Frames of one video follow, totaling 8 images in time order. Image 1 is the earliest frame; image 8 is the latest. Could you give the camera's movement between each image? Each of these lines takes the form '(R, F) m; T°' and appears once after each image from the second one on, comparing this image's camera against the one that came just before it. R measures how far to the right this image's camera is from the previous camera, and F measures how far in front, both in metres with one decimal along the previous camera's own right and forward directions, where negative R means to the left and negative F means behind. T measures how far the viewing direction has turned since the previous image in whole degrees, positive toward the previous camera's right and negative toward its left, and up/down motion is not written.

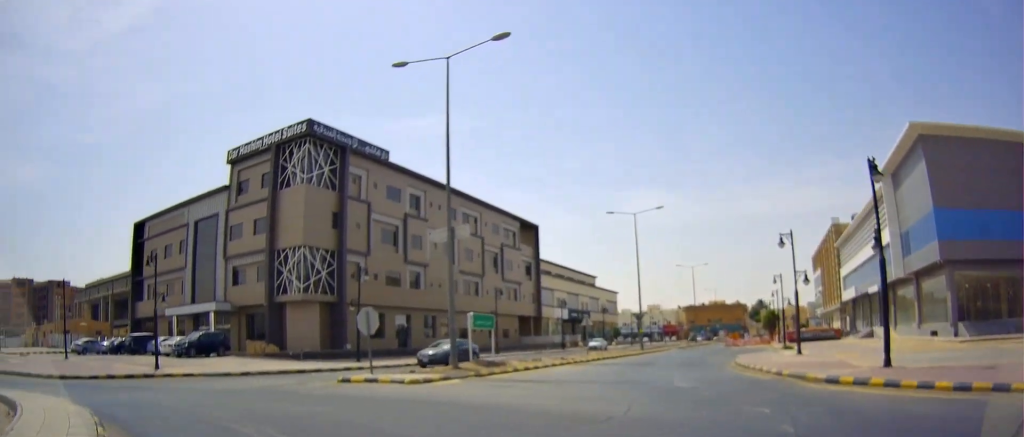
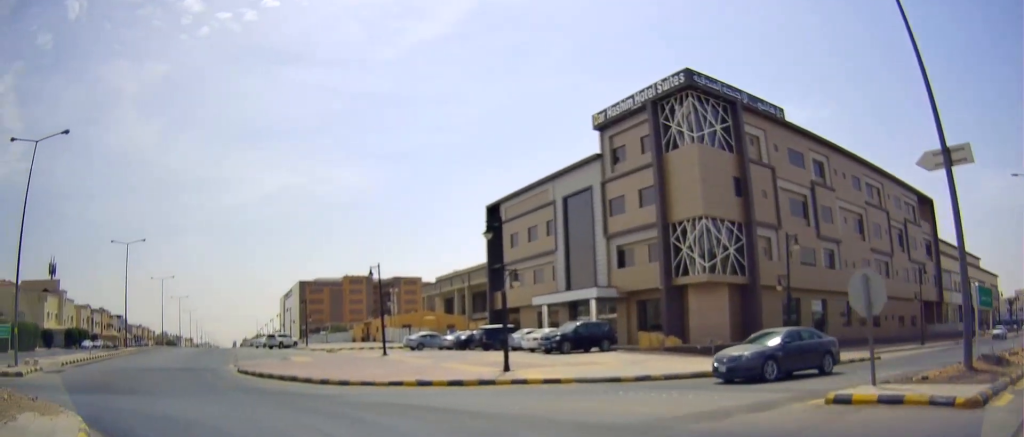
(-2.3, +8.6) m; -35°
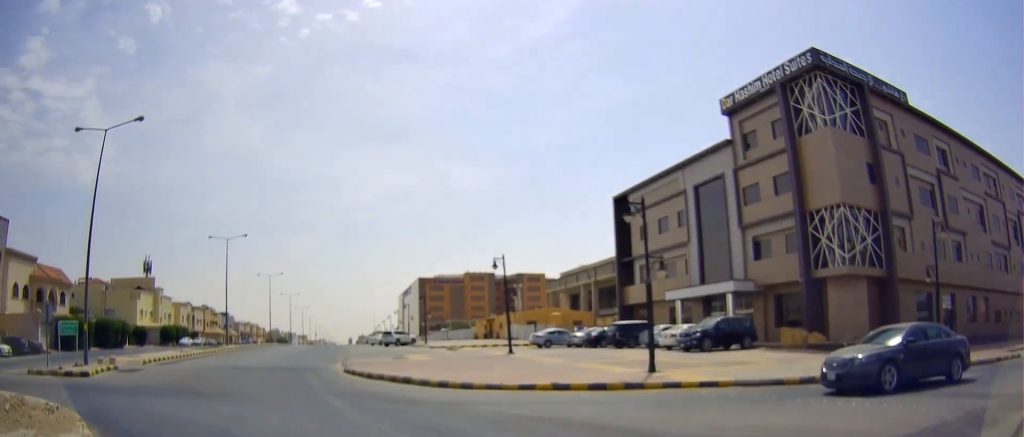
(-0.1, +2.6) m; -15°
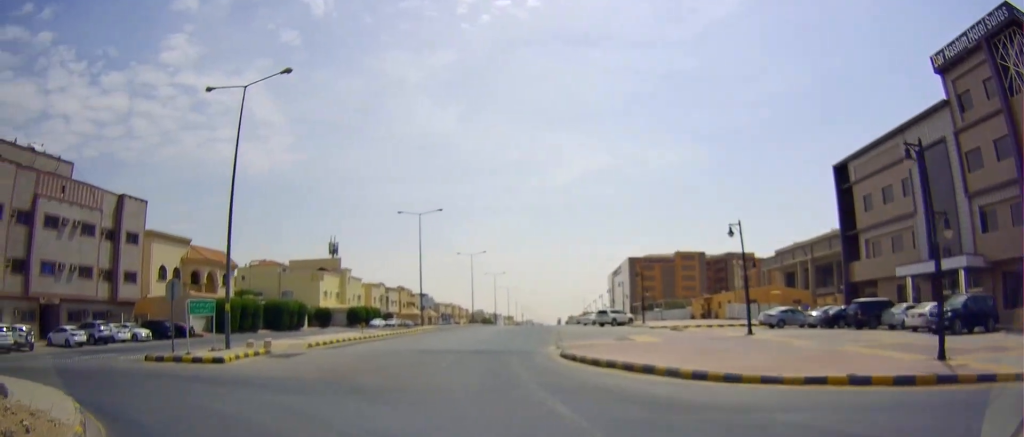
(-1.6, +4.7) m; -21°
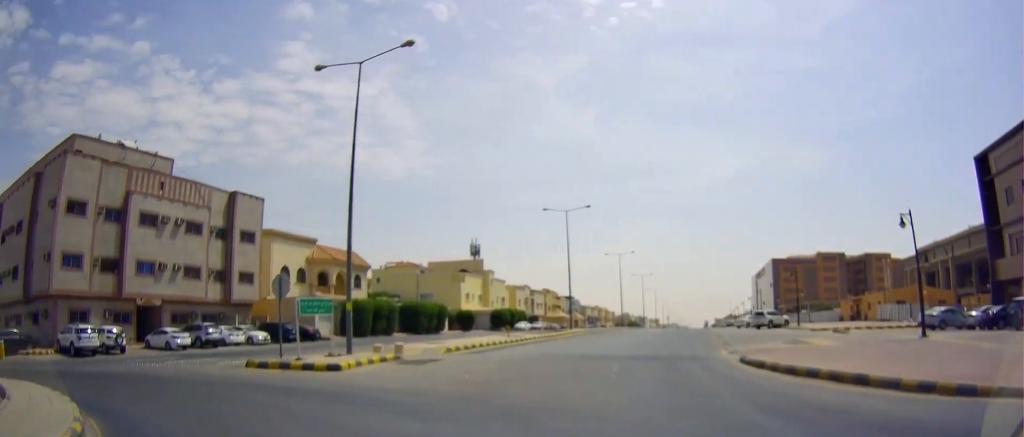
(+0.1, +3.3) m; -7°
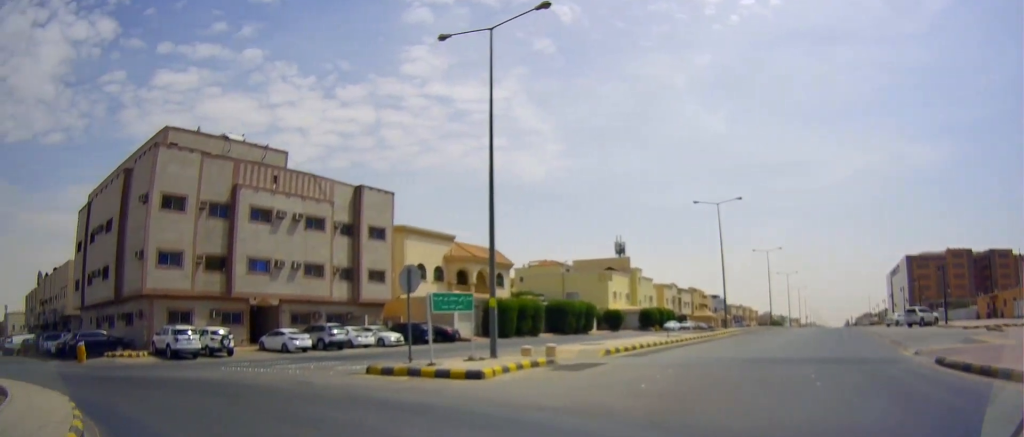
(-0.5, +3.1) m; -17°
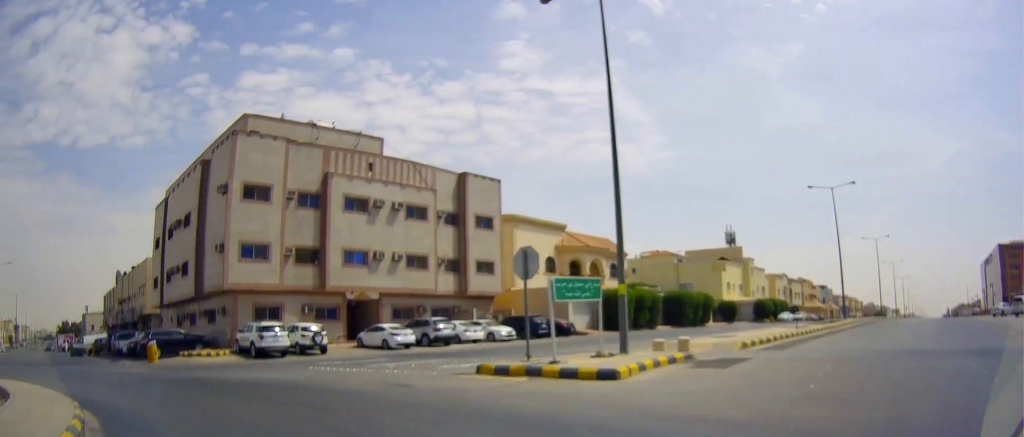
(-0.2, +2.3) m; -12°
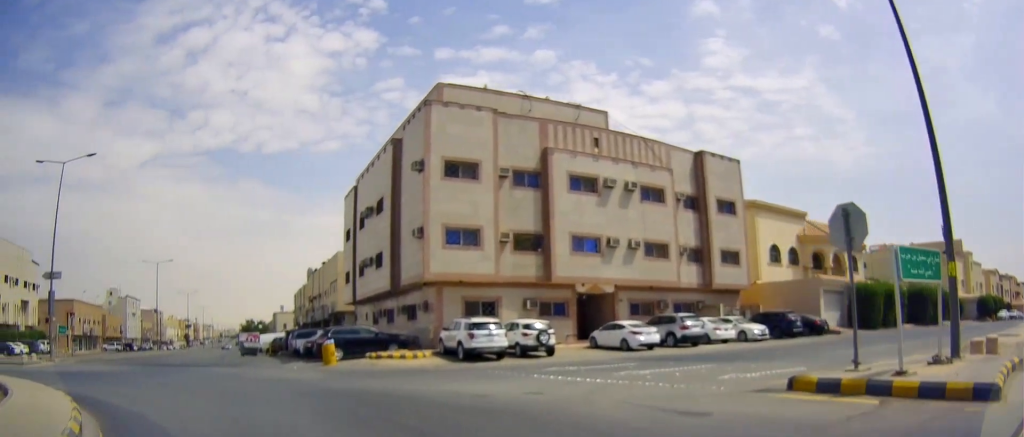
(-1.2, +4.9) m; -20°
